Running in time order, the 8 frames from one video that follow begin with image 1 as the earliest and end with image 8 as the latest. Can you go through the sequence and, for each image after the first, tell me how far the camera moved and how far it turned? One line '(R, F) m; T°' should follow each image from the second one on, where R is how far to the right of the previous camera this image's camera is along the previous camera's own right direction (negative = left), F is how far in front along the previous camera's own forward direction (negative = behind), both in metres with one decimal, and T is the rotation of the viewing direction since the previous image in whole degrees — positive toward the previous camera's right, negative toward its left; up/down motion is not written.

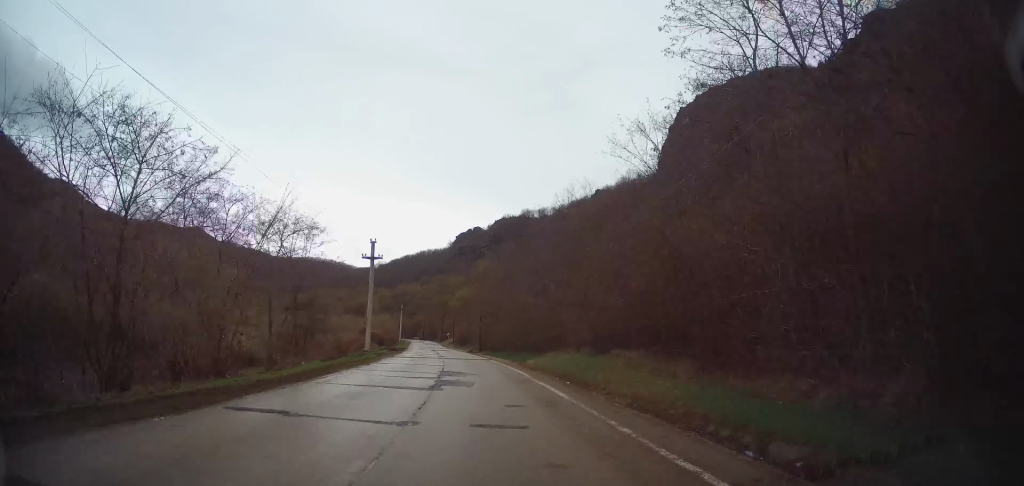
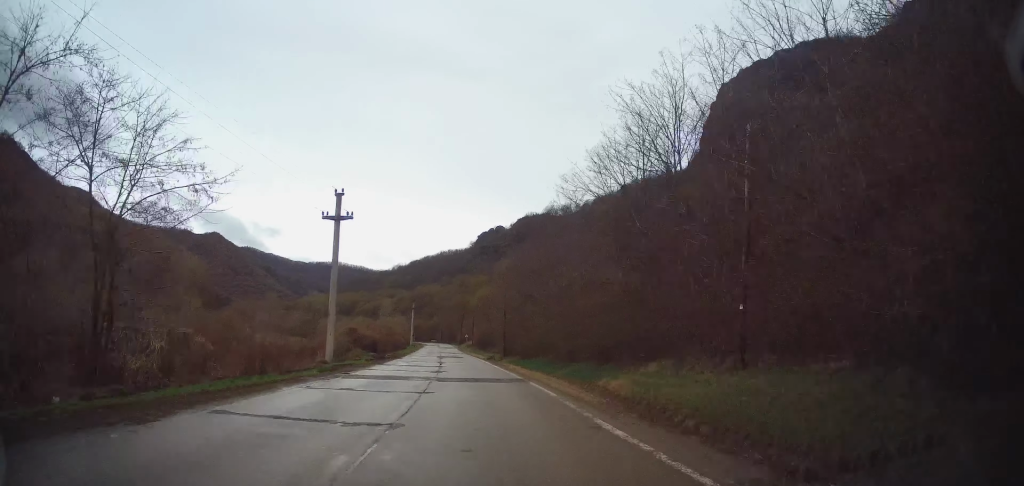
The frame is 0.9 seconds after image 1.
(-0.4, +17.8) m; -3°
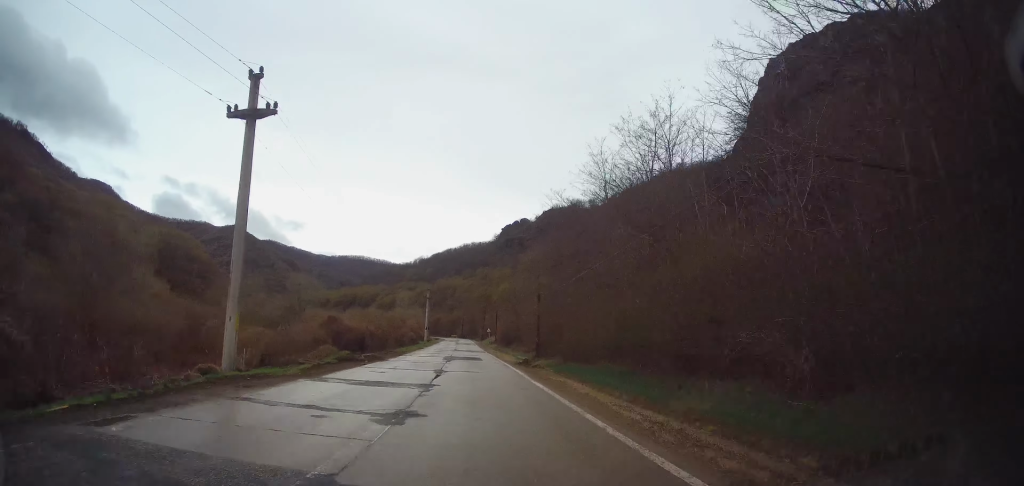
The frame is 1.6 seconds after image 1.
(-0.4, +15.0) m; -2°
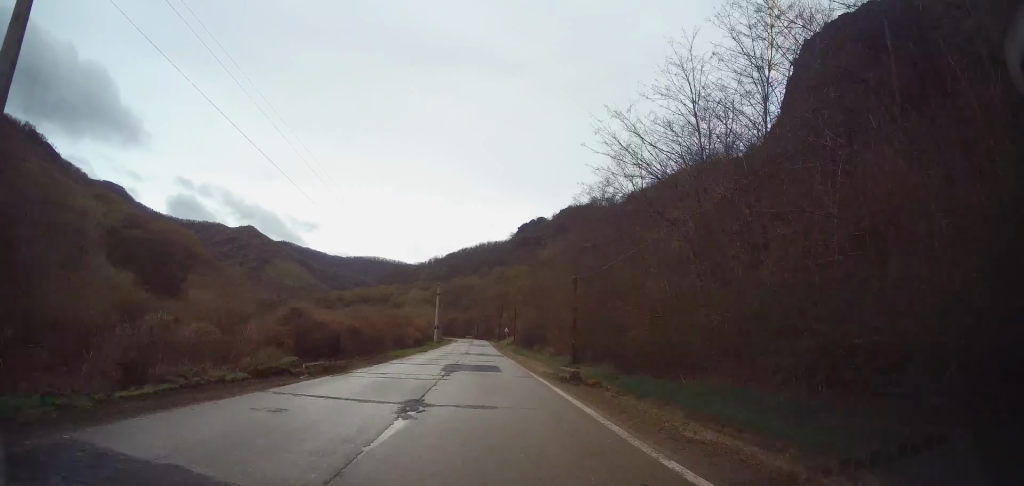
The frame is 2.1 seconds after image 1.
(-0.3, +10.7) m; 0°
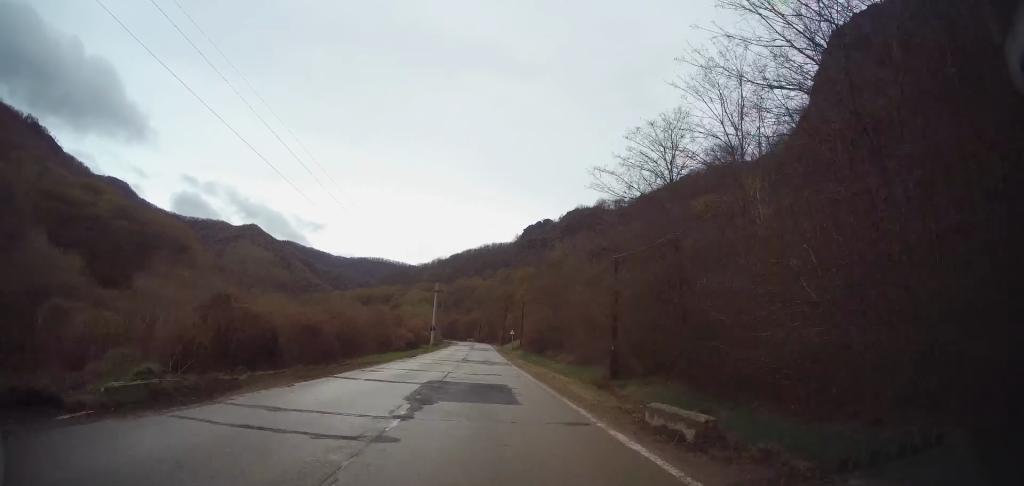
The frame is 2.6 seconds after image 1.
(0.0, +9.4) m; 0°
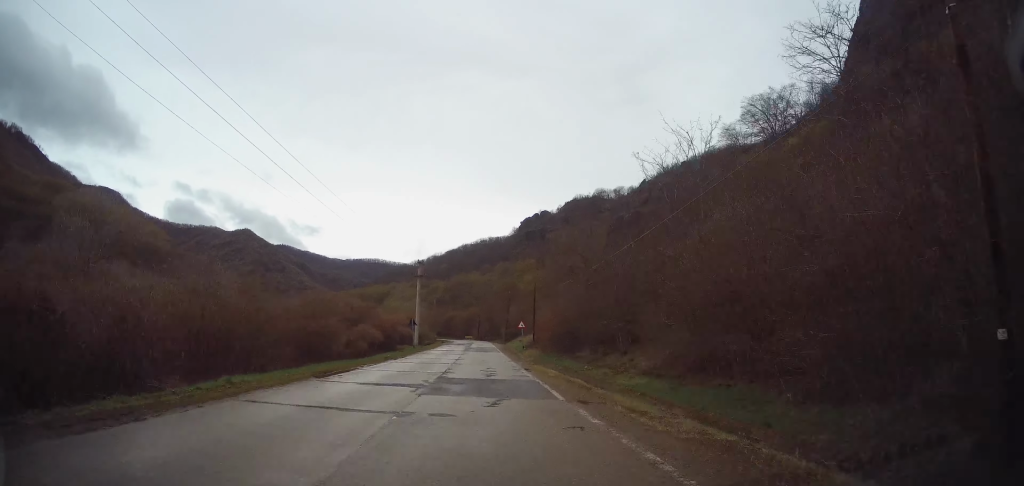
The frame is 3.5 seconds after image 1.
(+0.1, +18.8) m; -1°
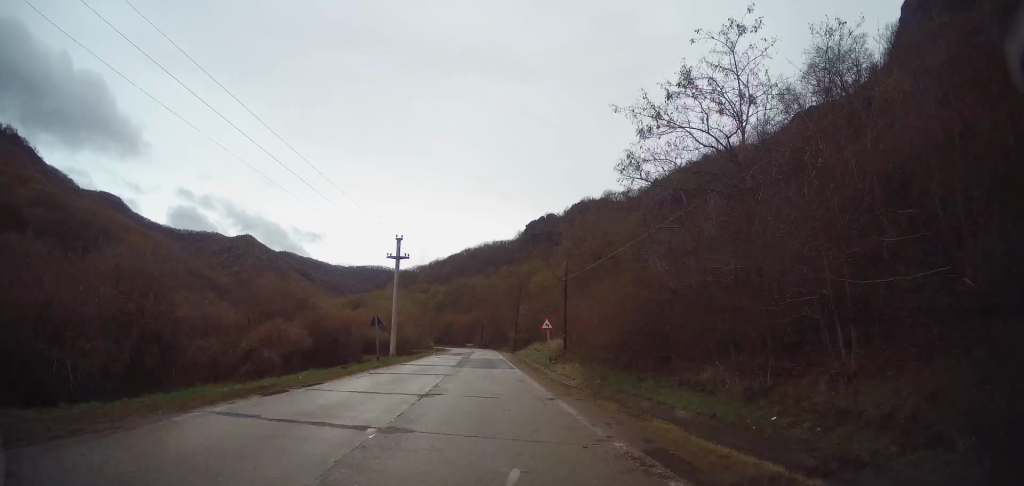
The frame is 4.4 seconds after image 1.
(-0.5, +18.3) m; -1°
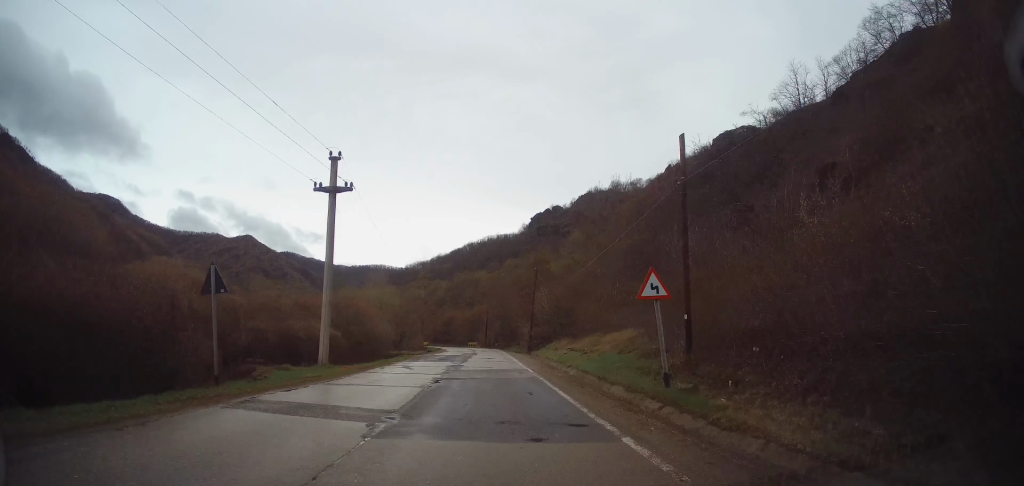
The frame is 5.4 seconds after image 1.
(0.0, +20.4) m; 0°
